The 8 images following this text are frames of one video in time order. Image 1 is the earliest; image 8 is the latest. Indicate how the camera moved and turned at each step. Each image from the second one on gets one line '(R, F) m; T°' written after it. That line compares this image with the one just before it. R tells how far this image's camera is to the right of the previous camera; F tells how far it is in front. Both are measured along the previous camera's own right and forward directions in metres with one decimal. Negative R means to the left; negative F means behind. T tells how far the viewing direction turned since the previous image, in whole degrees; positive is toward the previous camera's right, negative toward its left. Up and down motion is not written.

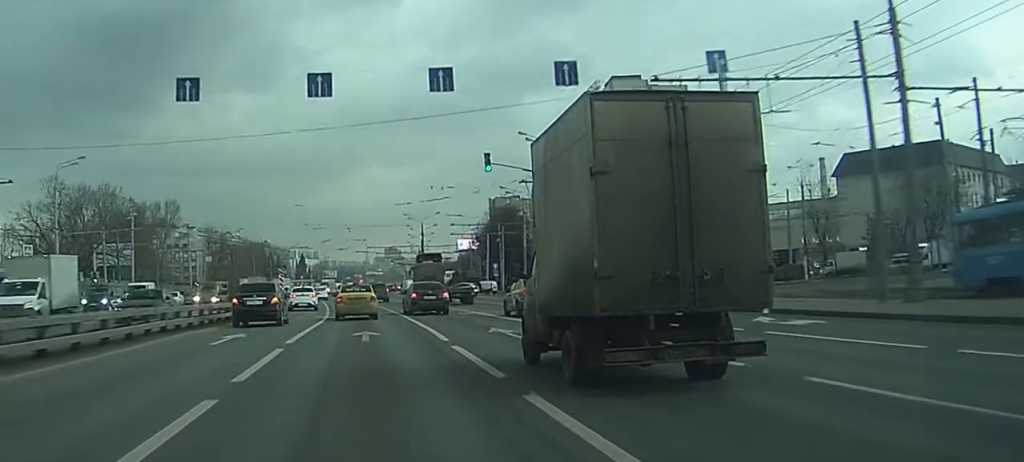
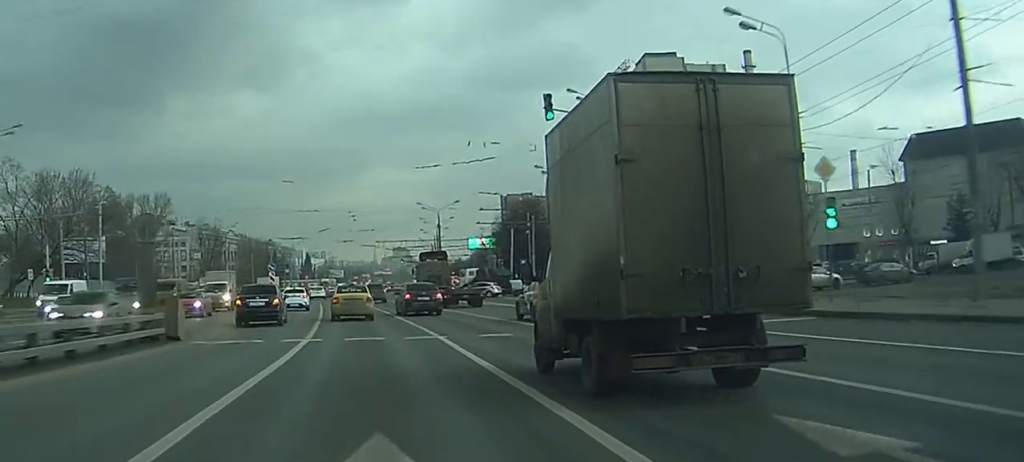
(-0.3, +16.8) m; -2°
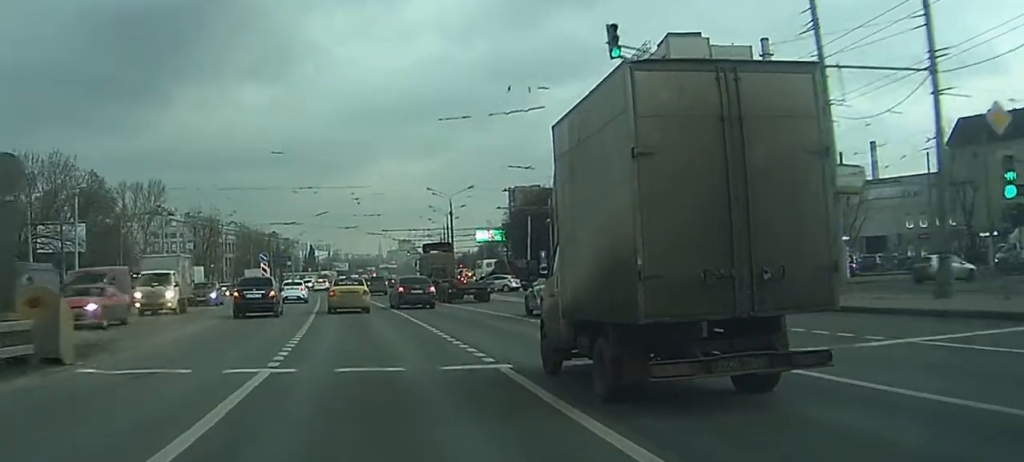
(-0.1, +9.7) m; -1°
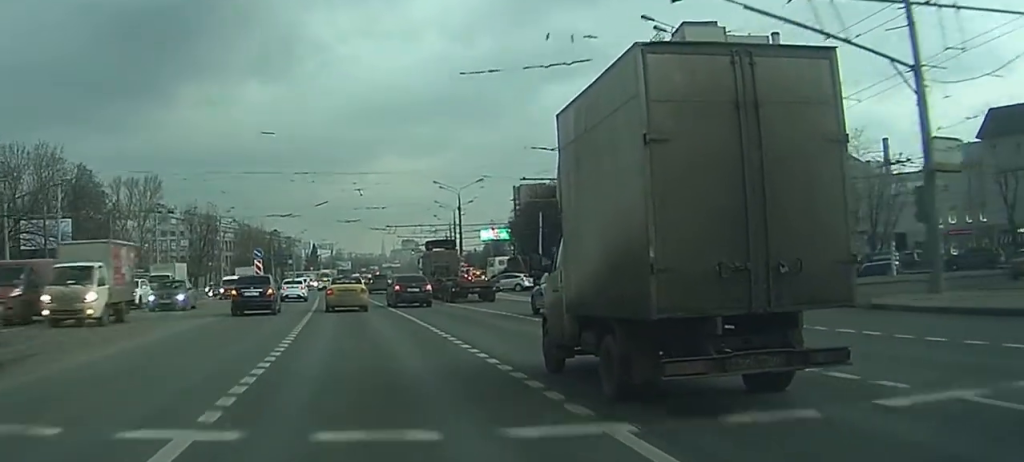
(0.0, +5.8) m; 0°
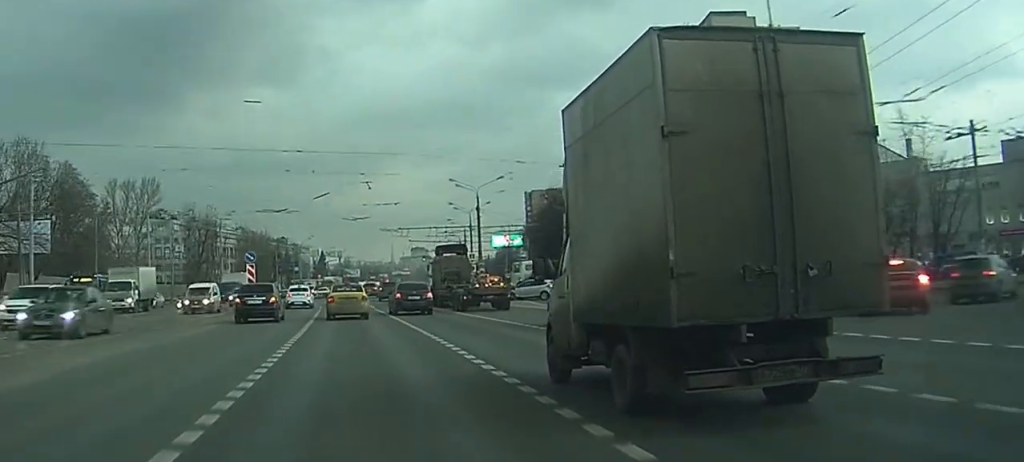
(0.0, +8.8) m; -1°
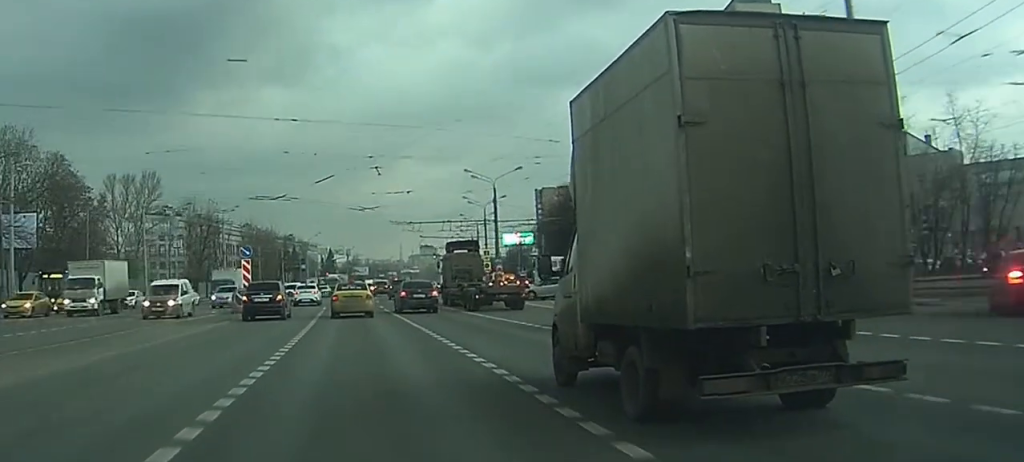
(0.0, +5.9) m; 0°
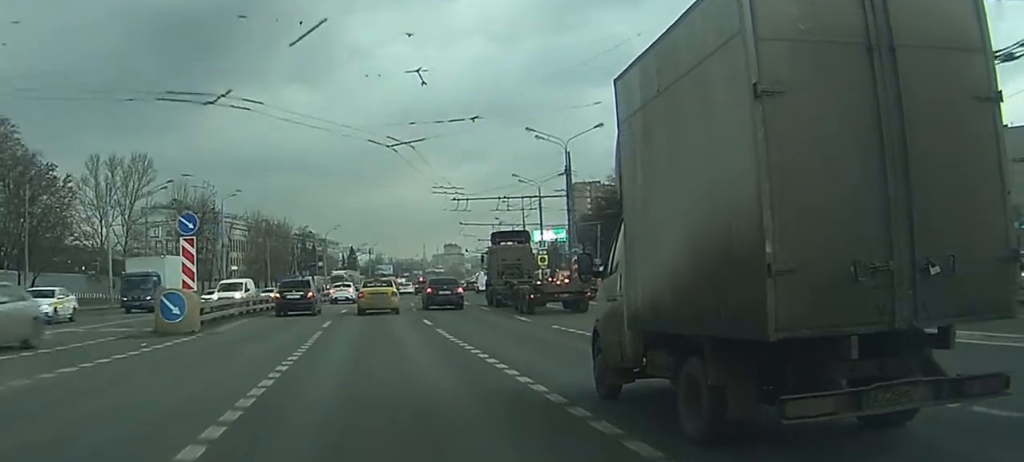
(-0.4, +21.6) m; -1°
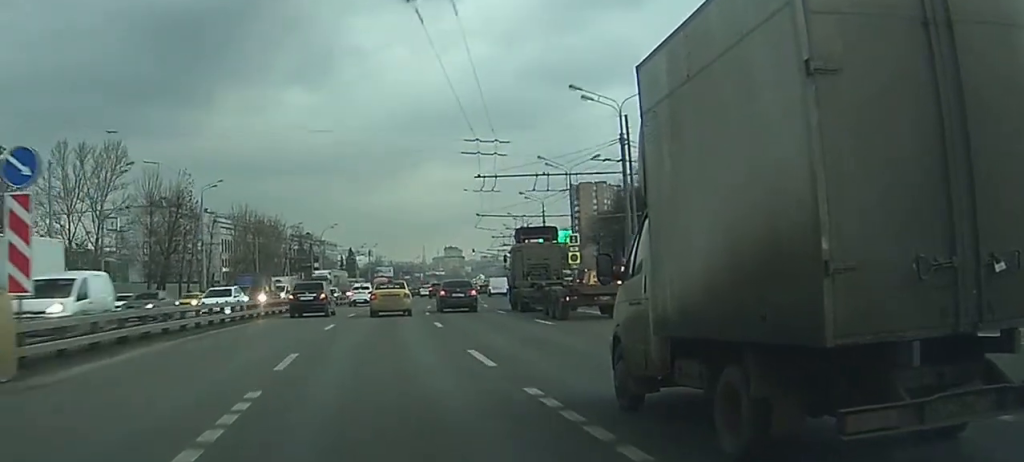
(-0.1, +13.9) m; 0°
